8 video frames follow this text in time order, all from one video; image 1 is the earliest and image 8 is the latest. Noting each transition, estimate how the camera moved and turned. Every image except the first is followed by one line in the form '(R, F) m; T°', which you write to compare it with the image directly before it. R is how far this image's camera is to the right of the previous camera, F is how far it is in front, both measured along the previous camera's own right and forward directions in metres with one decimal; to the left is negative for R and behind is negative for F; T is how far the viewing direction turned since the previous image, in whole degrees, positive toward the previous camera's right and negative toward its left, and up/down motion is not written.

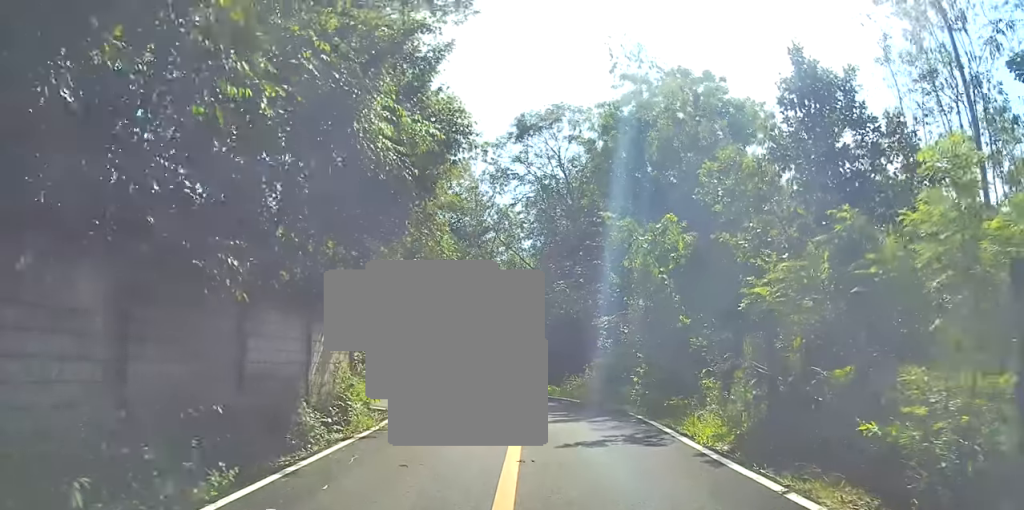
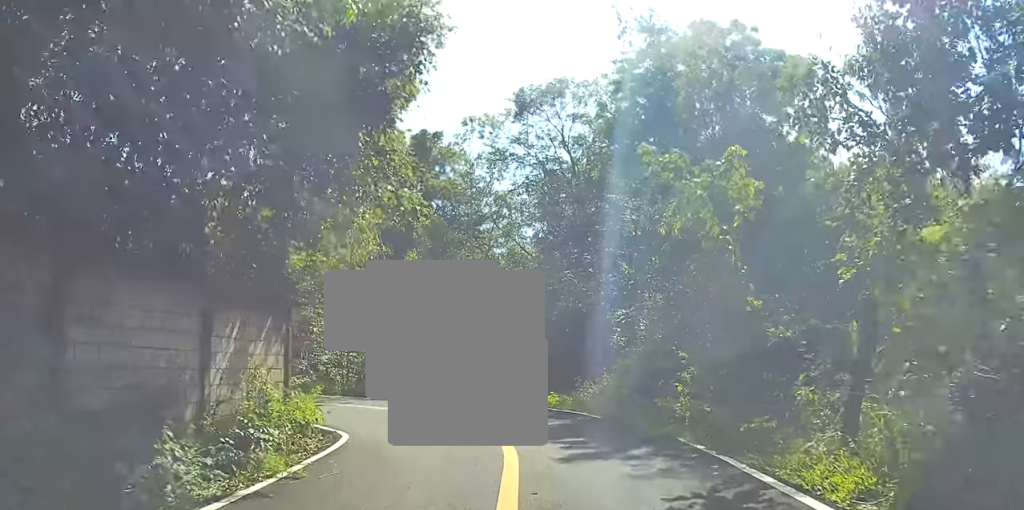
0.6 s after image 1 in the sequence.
(-0.1, +4.3) m; -2°
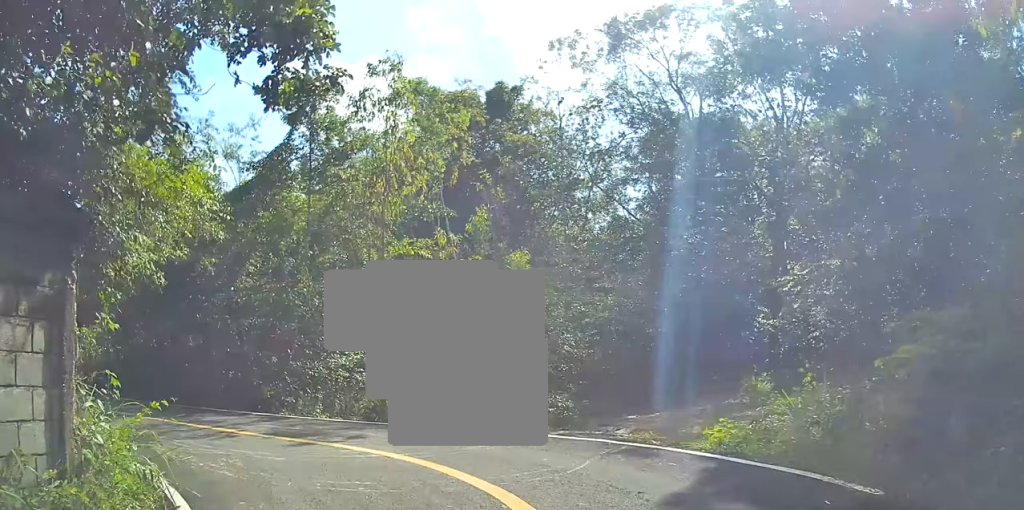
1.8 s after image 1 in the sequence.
(-0.4, +9.6) m; -3°
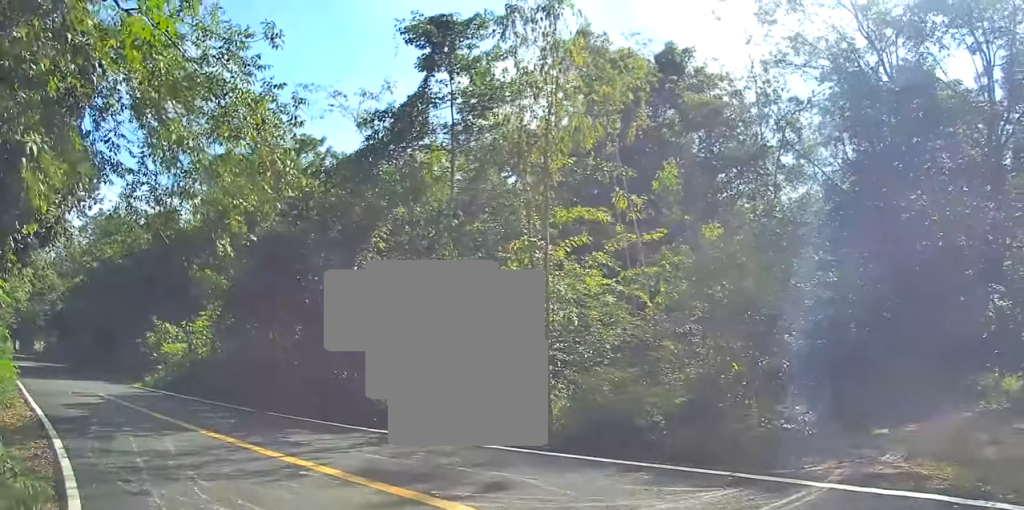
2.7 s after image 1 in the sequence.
(-0.1, +6.3) m; 0°
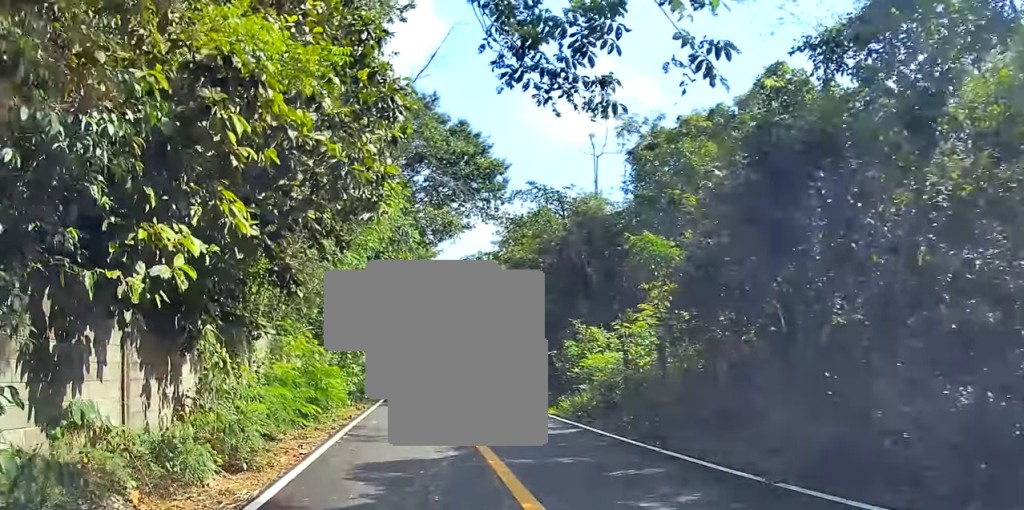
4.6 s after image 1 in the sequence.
(-0.3, +10.8) m; -12°
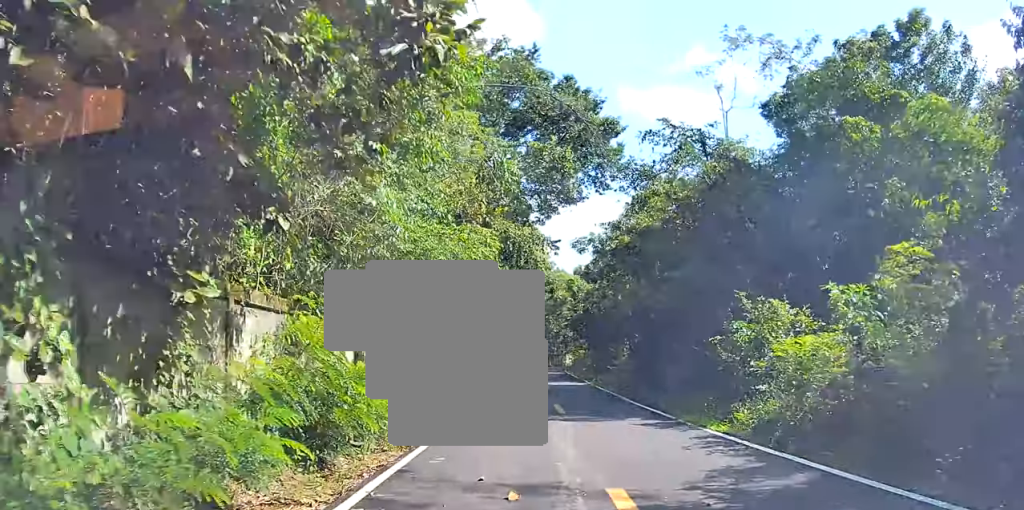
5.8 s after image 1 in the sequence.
(-1.2, +5.7) m; -17°
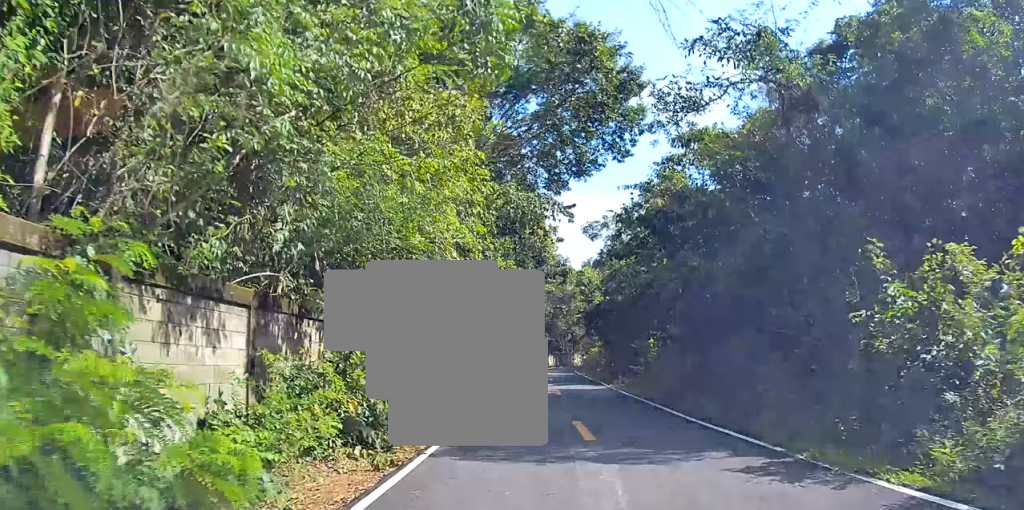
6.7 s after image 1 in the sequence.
(-0.4, +4.8) m; -6°
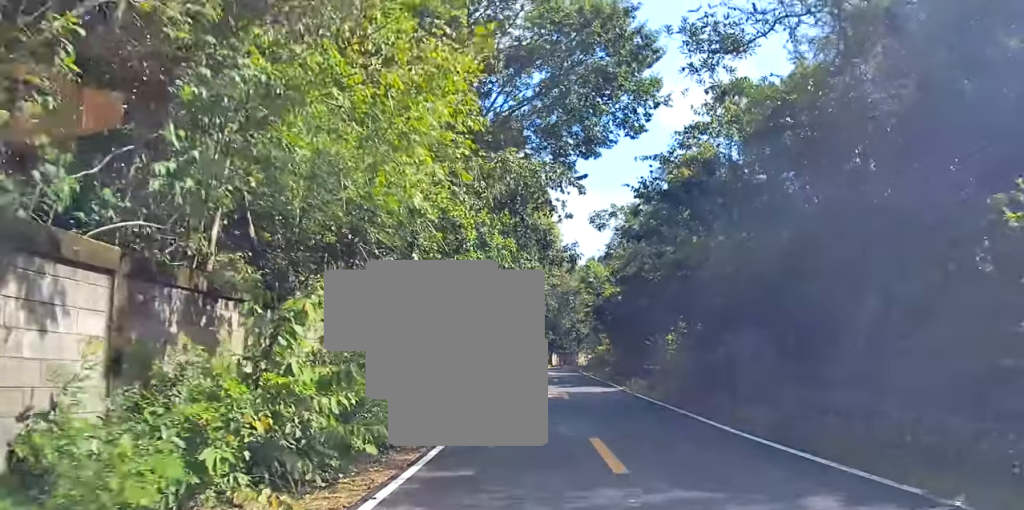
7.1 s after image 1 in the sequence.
(+0.2, +2.4) m; -2°
